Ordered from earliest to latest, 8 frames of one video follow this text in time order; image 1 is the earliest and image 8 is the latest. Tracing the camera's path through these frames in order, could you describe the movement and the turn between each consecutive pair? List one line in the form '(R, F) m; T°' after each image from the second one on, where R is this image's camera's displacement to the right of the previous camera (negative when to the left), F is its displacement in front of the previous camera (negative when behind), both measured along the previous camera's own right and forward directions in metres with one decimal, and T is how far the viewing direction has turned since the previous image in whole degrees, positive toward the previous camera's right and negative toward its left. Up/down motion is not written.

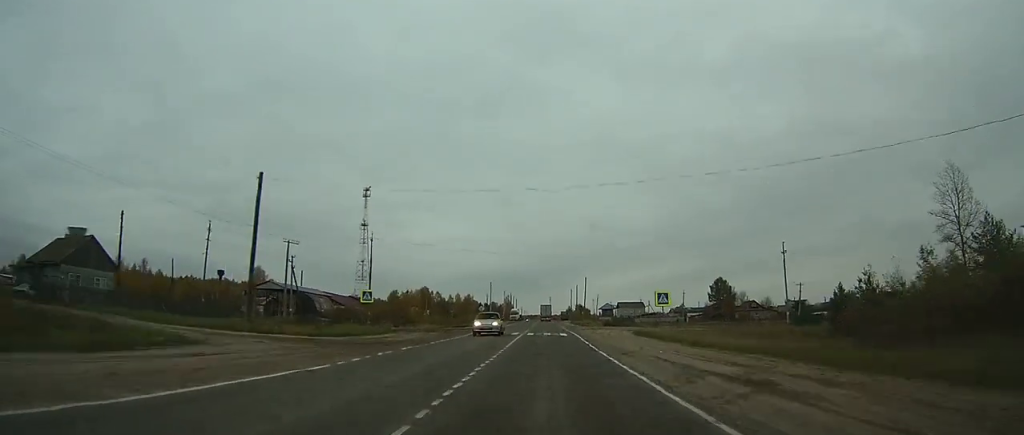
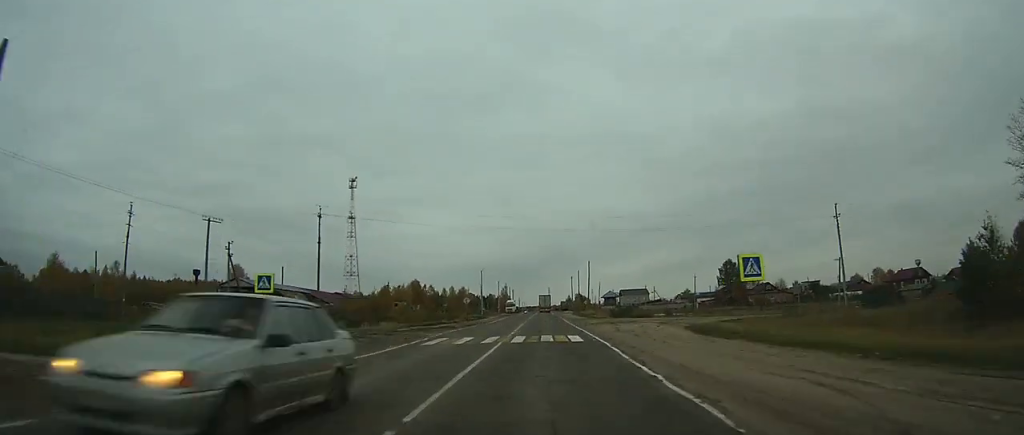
(0.0, +14.6) m; 0°
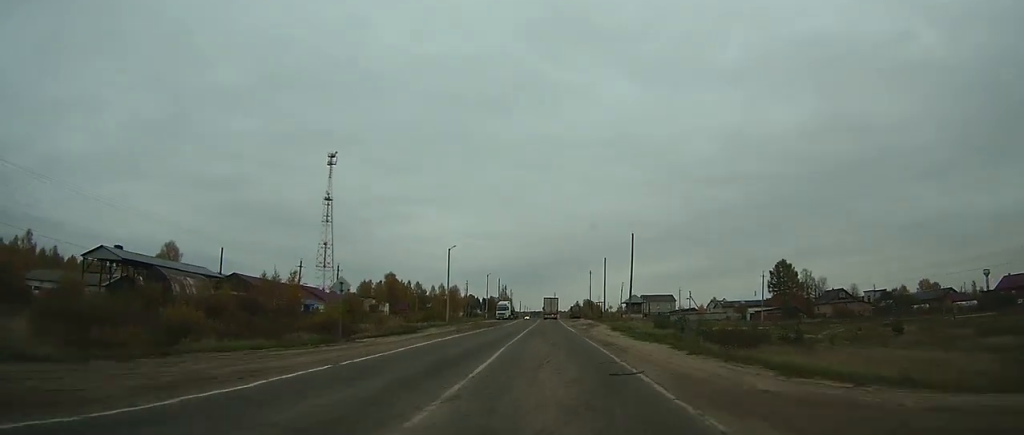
(0.0, +47.2) m; 0°
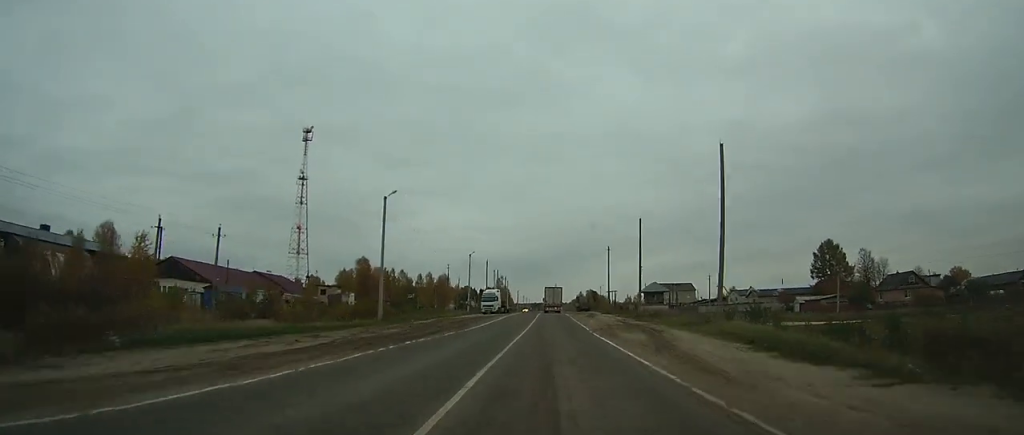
(-0.1, +30.7) m; 0°
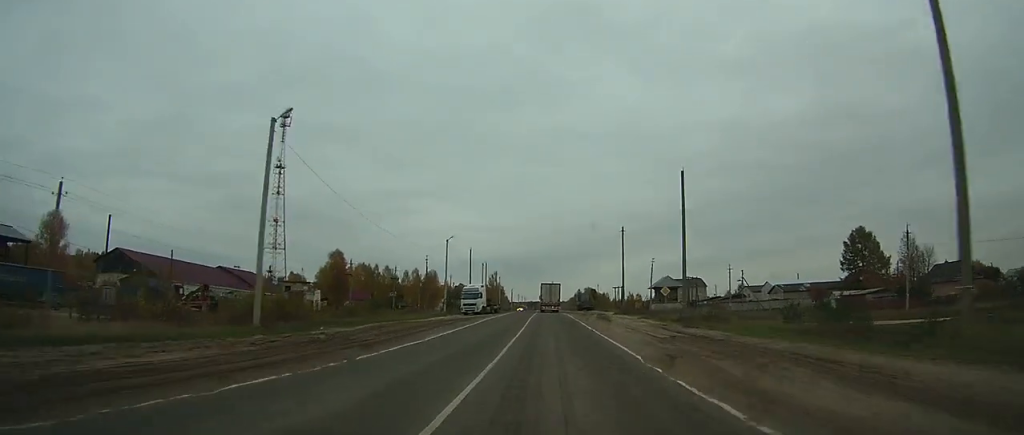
(-0.2, +18.1) m; 0°
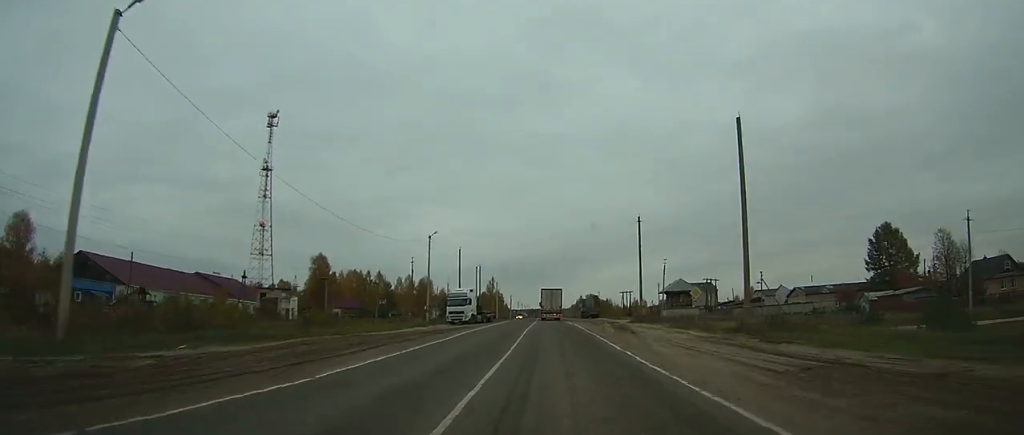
(0.0, +10.8) m; 0°
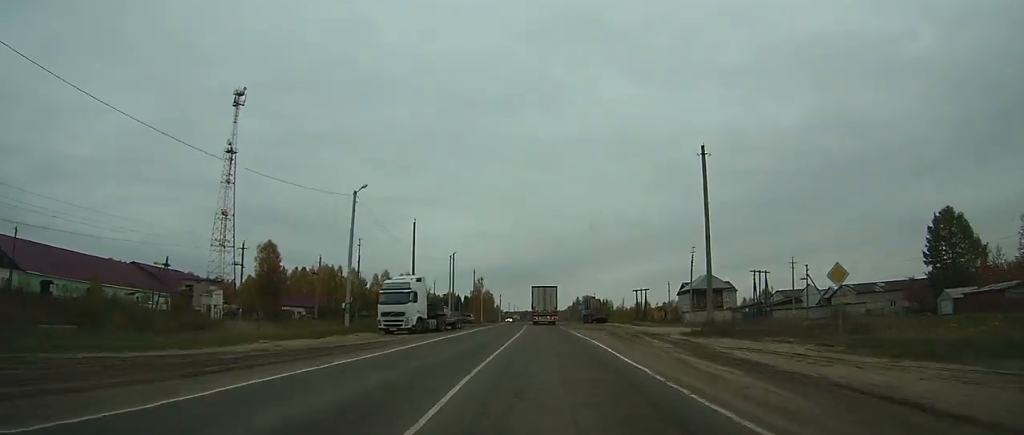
(+0.3, +22.1) m; +1°
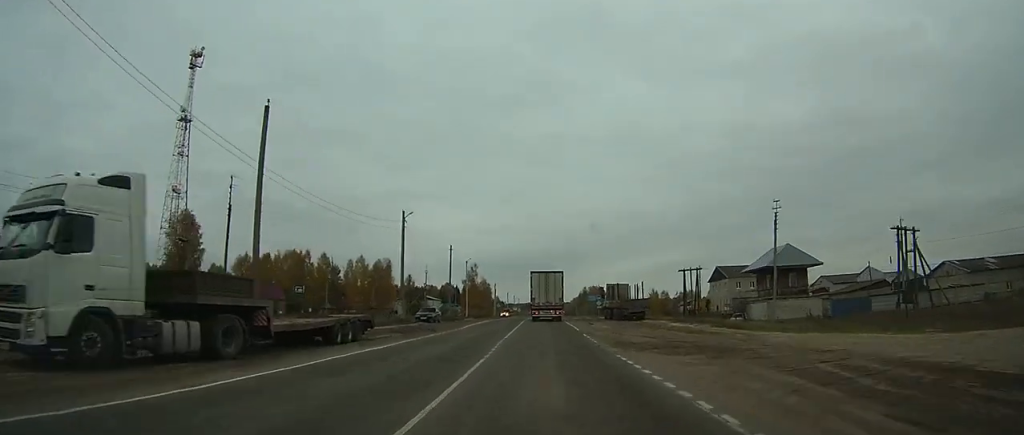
(0.0, +27.1) m; 0°
